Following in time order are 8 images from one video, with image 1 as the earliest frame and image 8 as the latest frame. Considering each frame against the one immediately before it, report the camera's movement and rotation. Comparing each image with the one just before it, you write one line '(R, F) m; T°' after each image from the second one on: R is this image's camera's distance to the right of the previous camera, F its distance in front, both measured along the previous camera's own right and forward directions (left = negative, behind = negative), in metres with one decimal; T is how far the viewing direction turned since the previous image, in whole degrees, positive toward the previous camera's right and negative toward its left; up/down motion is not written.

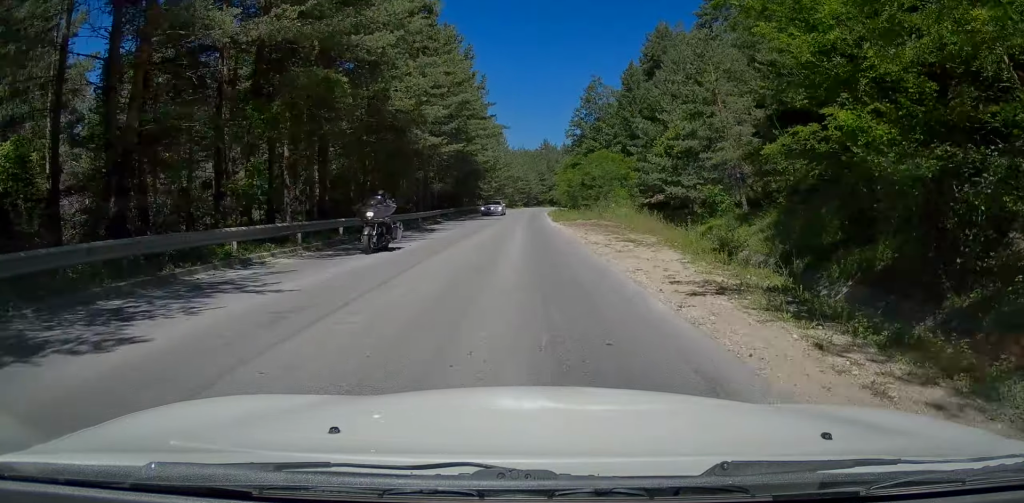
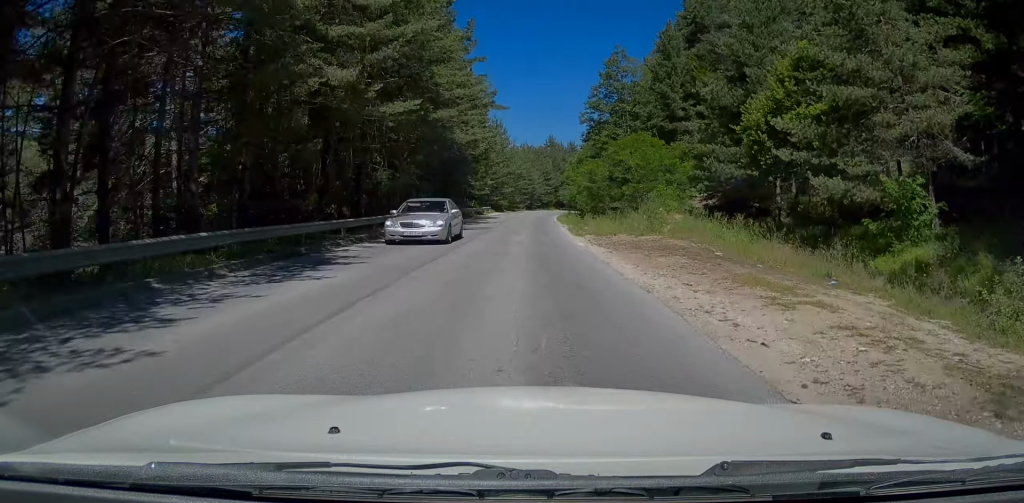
(+0.9, +15.1) m; +5°
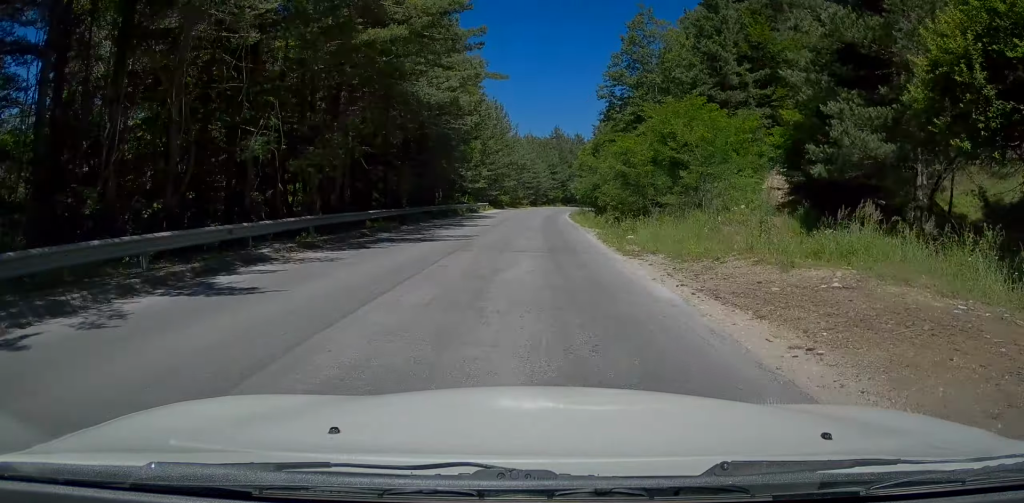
(+0.1, +10.9) m; 0°
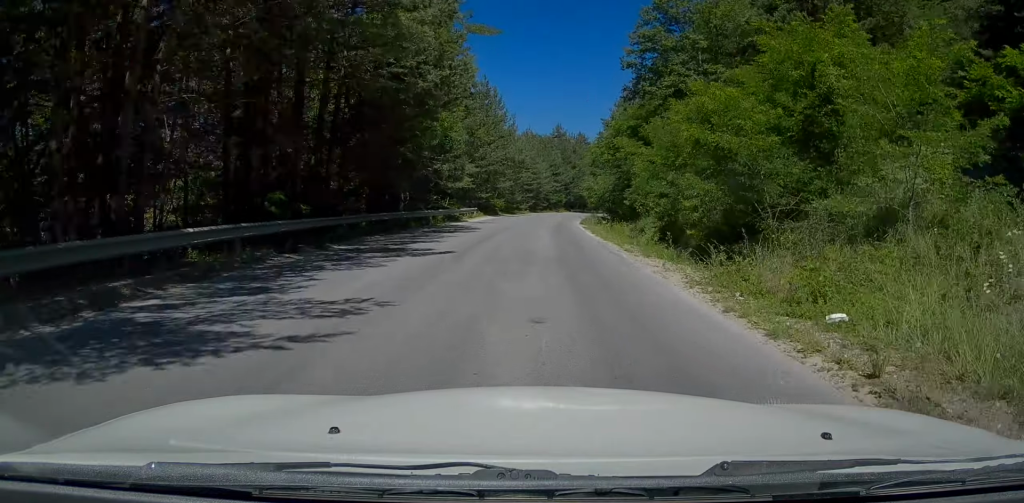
(-0.3, +11.8) m; -3°
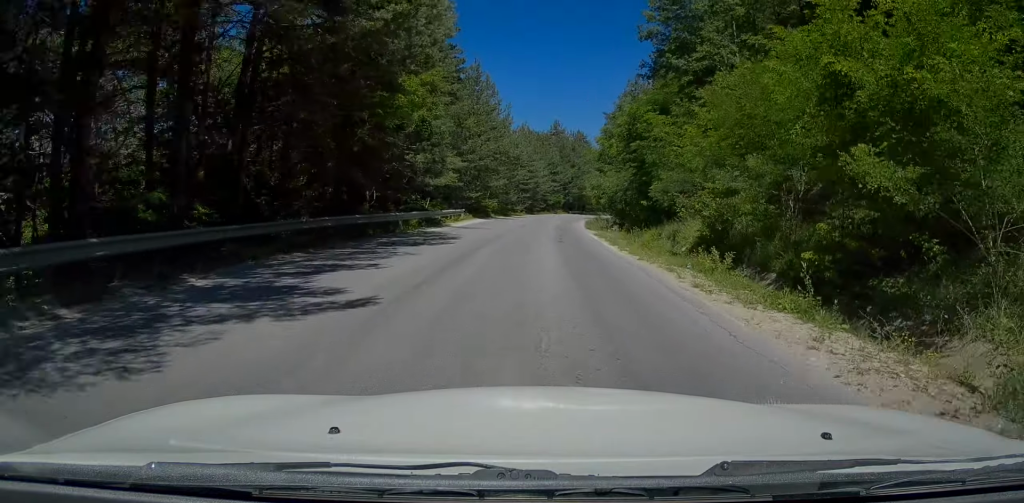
(0.0, +6.3) m; -2°
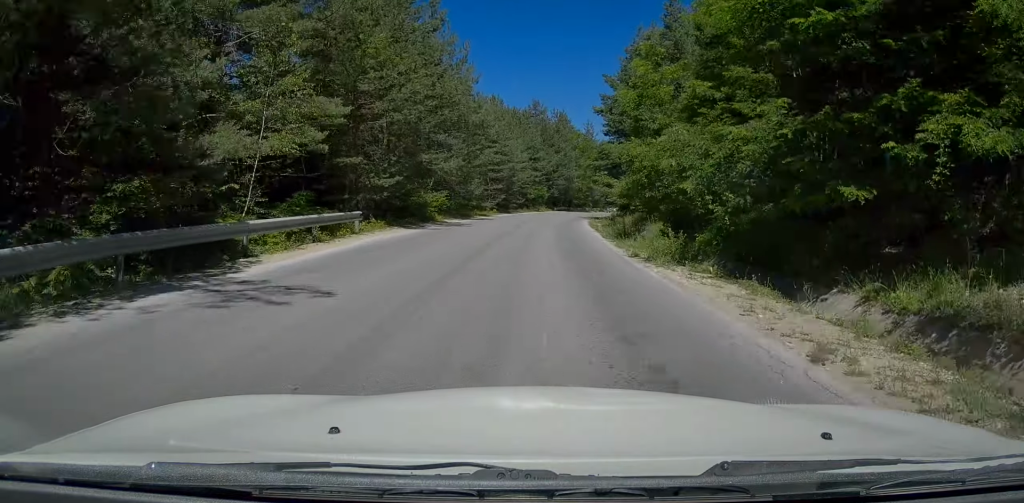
(-0.8, +19.6) m; -2°
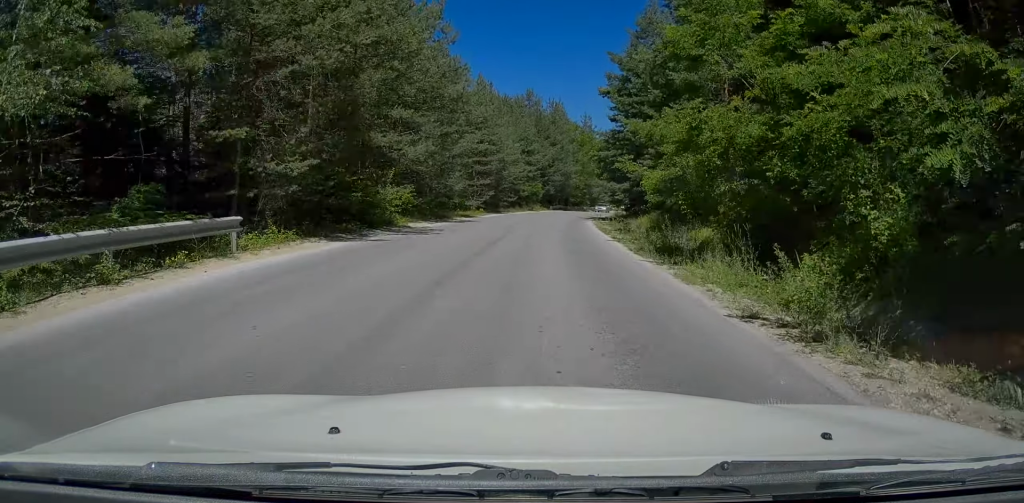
(-0.1, +7.5) m; +2°
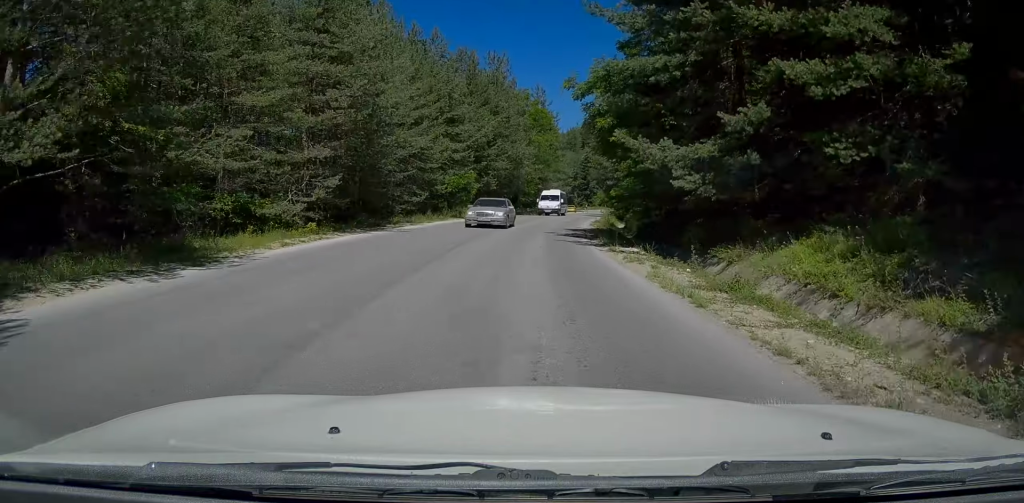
(+1.4, +25.5) m; +5°
